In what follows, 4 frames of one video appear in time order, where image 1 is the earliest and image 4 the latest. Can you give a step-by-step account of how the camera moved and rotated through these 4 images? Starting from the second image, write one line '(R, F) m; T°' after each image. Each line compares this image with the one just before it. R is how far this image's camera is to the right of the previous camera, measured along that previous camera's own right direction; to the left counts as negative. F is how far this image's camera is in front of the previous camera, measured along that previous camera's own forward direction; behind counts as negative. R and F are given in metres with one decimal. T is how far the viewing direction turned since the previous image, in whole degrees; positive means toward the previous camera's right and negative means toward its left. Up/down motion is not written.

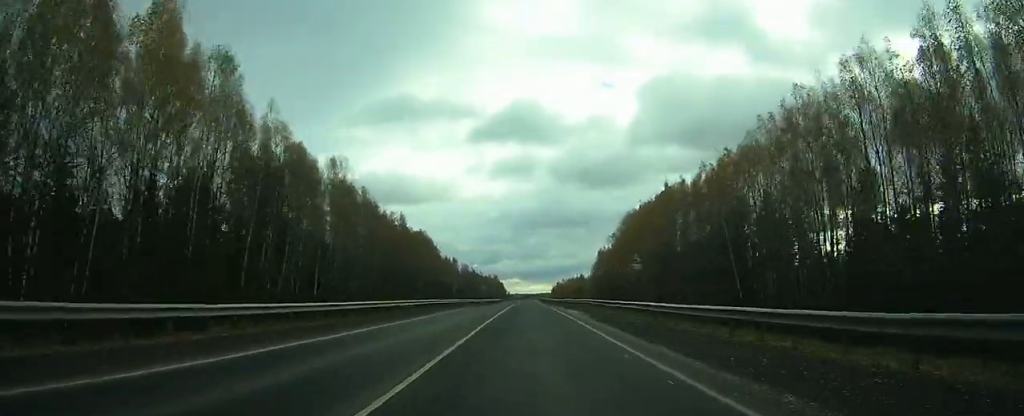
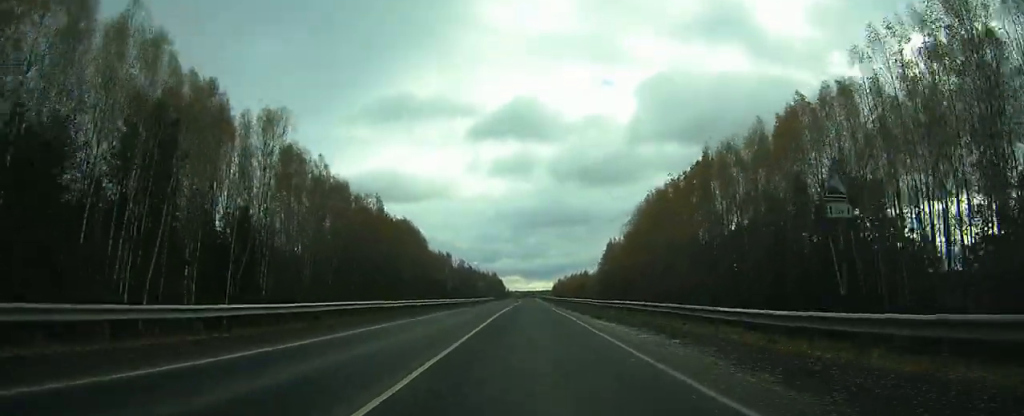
(+0.1, +24.9) m; +1°
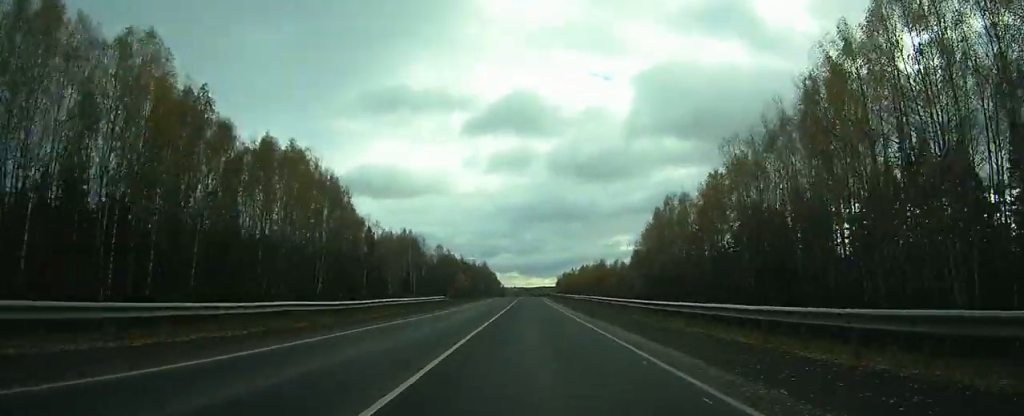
(+0.7, +87.4) m; 0°
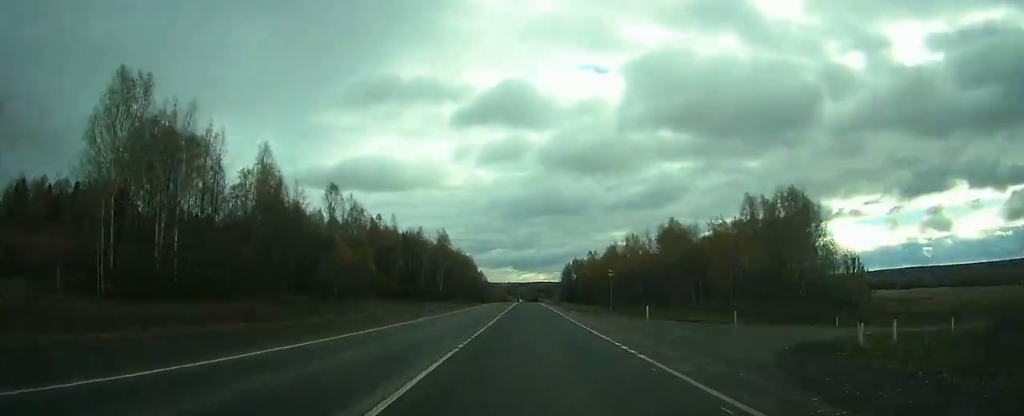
(0.0, +138.0) m; 0°
